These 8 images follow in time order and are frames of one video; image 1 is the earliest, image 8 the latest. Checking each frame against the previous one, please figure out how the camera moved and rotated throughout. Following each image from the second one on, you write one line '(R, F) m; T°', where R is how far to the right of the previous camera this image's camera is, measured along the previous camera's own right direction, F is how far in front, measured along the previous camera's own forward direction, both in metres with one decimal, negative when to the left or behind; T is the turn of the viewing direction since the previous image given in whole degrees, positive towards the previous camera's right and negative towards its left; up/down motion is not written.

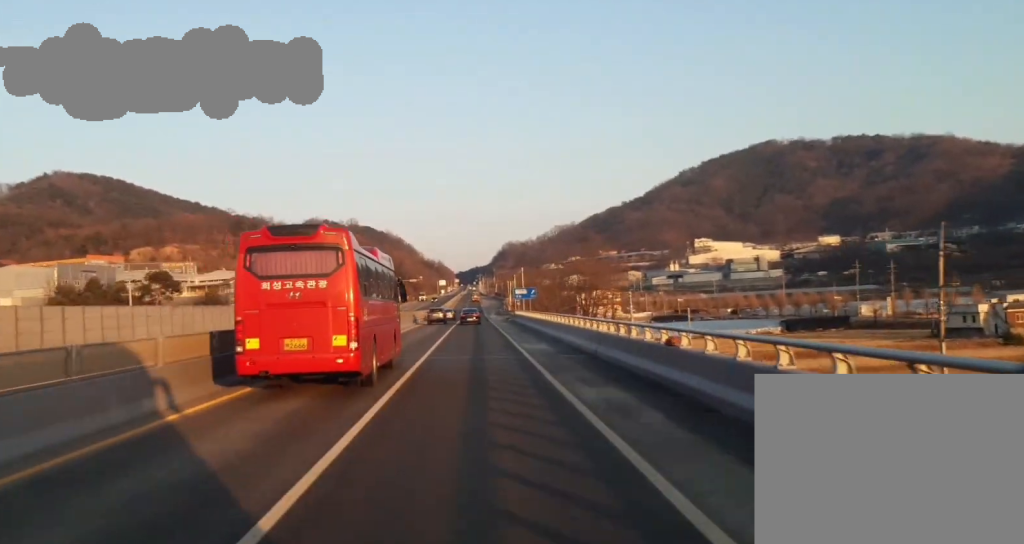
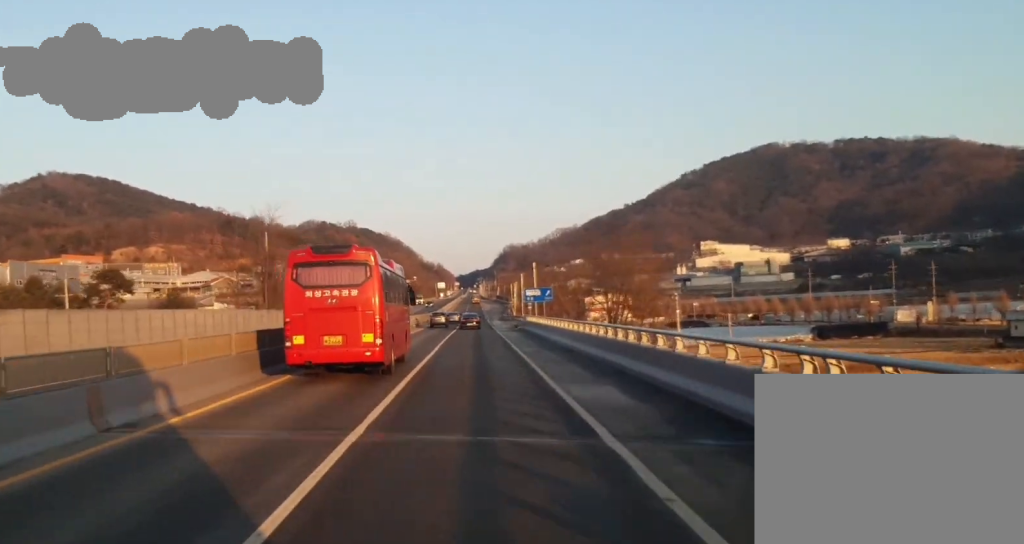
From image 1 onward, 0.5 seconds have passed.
(+0.1, +19.2) m; 0°
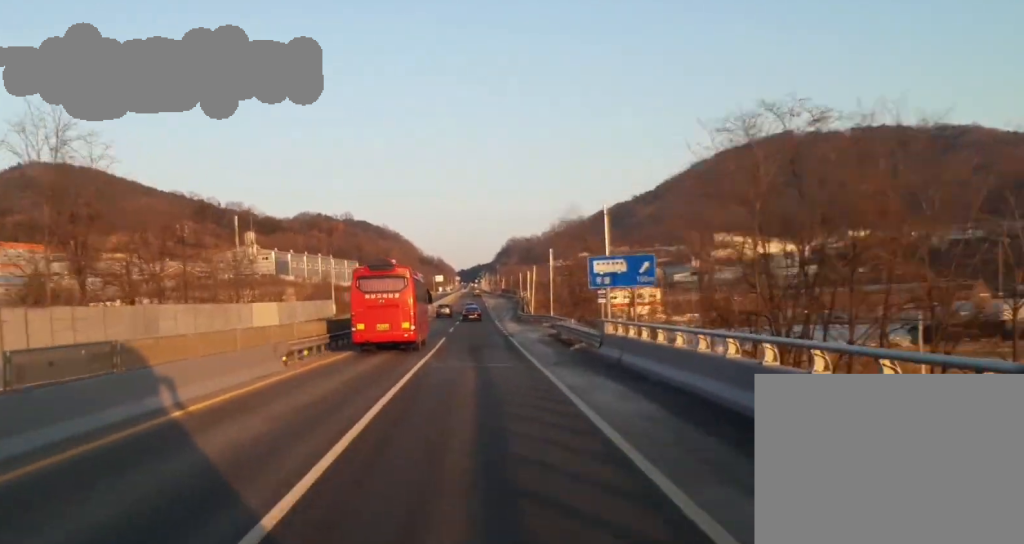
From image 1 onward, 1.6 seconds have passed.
(-0.9, +45.3) m; -3°
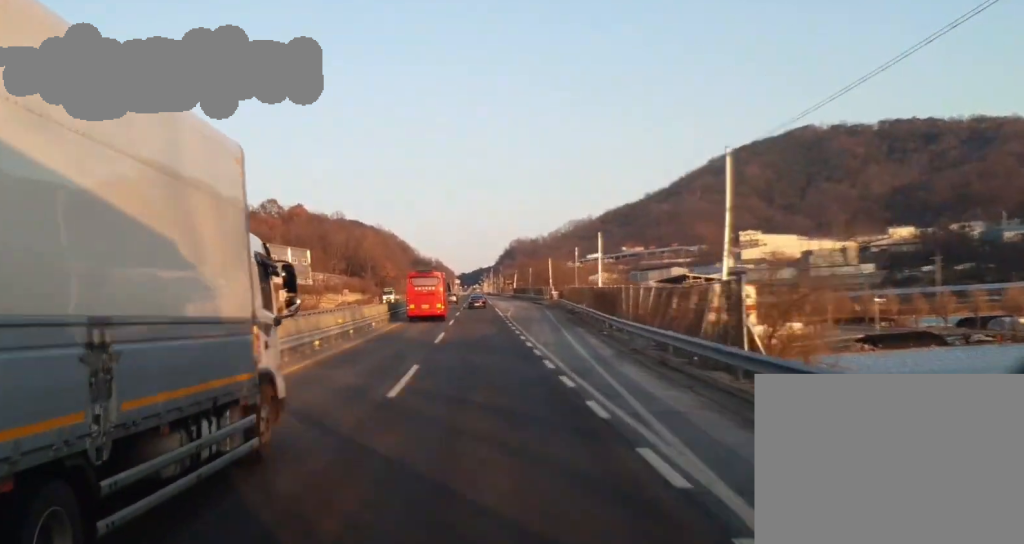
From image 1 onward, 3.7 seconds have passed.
(-0.3, +86.6) m; +1°
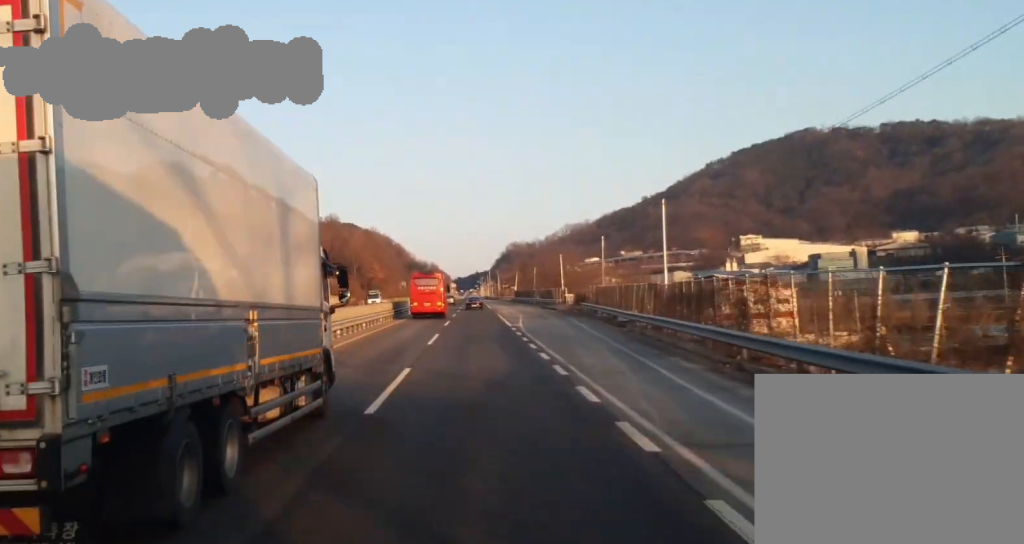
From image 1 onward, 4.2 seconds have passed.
(0.0, +23.4) m; 0°
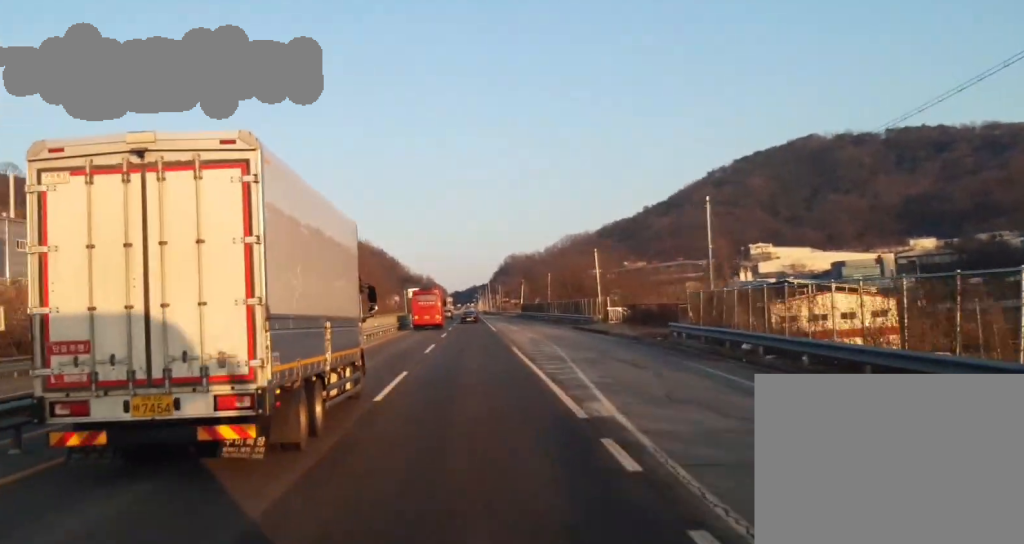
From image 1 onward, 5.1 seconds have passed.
(-0.1, +35.8) m; 0°
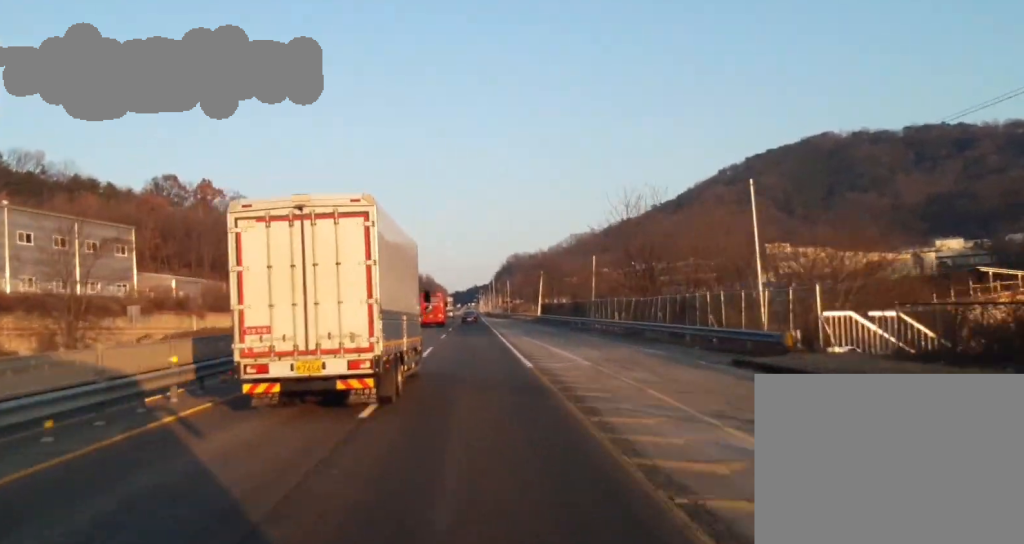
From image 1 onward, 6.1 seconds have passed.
(+0.3, +42.7) m; 0°
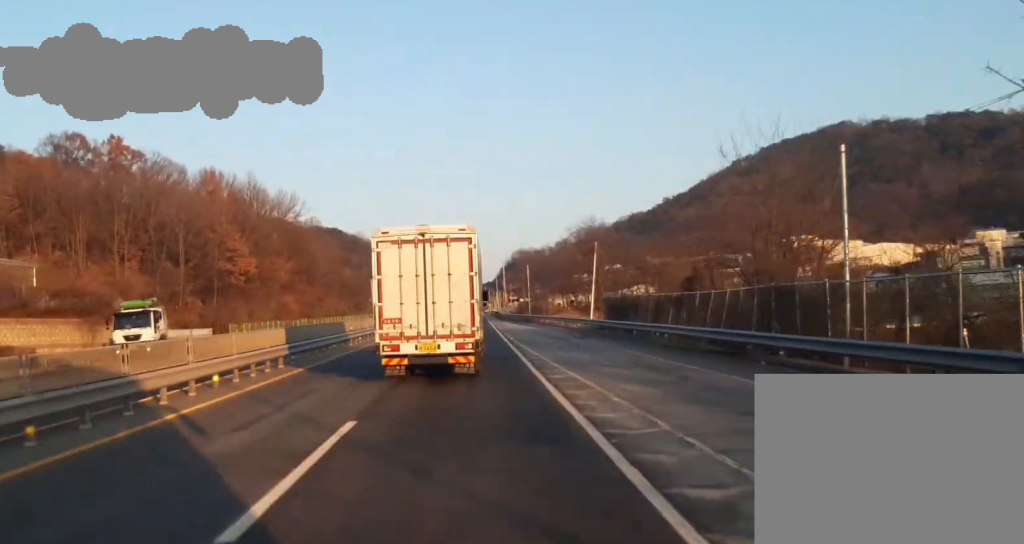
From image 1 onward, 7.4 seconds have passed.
(0.0, +52.0) m; 0°
